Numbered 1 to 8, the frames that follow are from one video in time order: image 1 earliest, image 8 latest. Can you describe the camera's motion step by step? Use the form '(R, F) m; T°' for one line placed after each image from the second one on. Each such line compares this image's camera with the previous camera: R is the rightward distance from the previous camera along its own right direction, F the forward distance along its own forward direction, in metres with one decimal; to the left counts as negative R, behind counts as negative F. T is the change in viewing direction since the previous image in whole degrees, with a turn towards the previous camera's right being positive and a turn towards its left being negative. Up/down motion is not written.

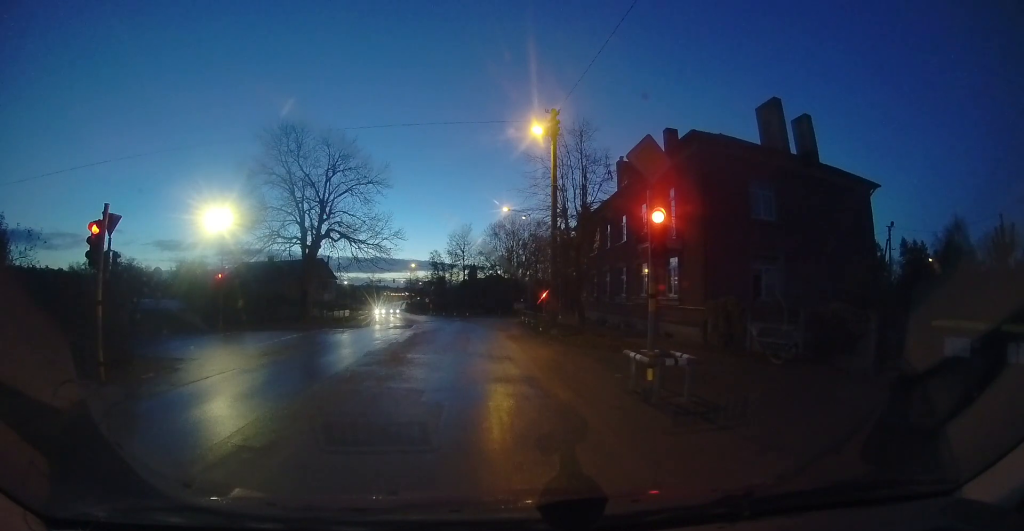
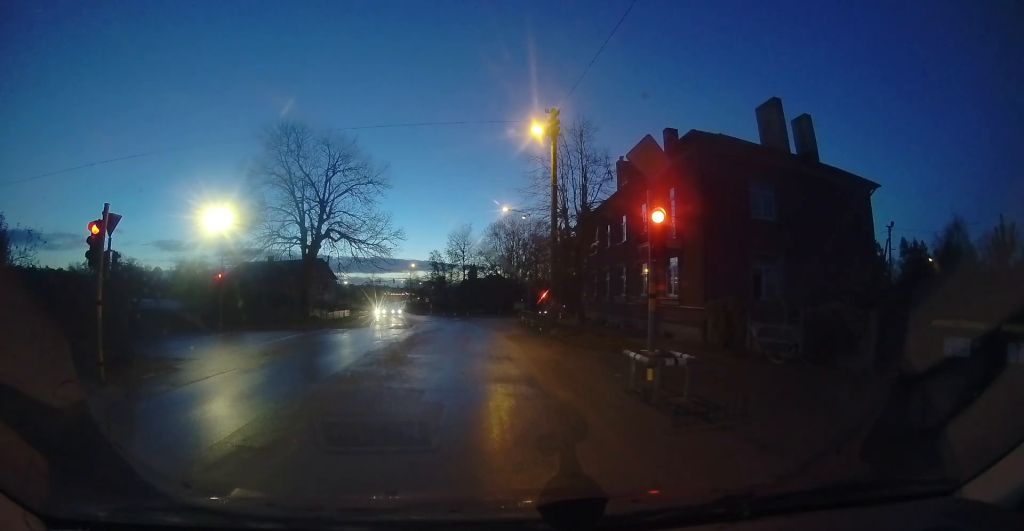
(0.0, 0.0) m; 0°
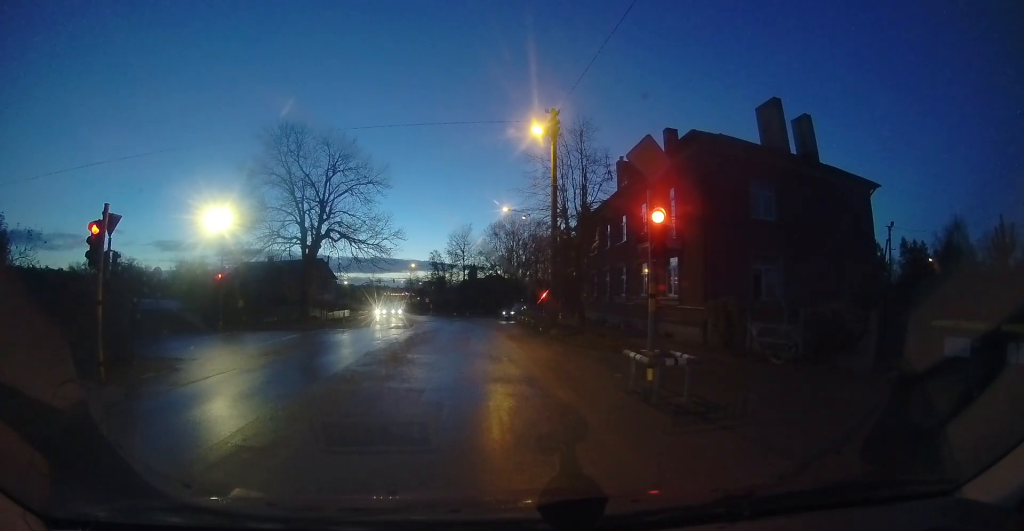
(0.0, 0.0) m; 0°
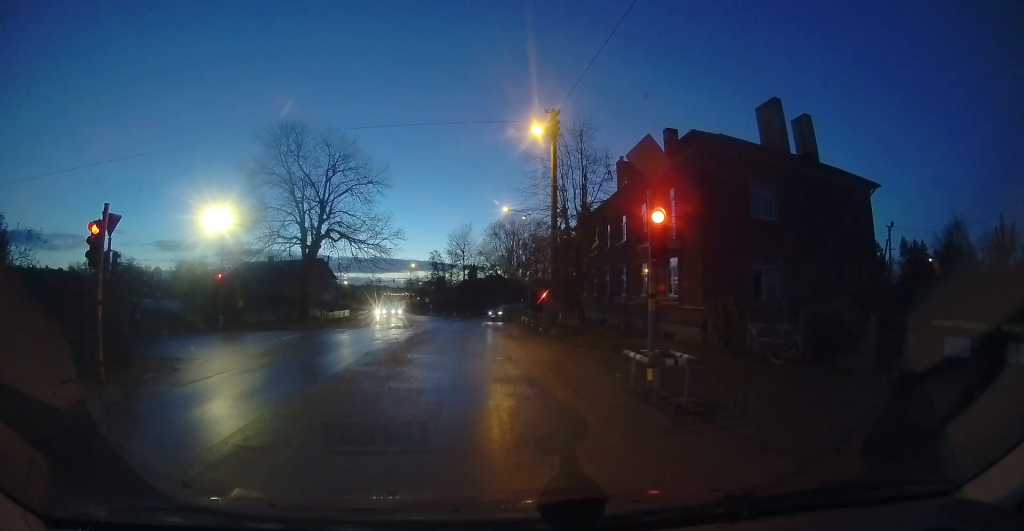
(0.0, 0.0) m; 0°
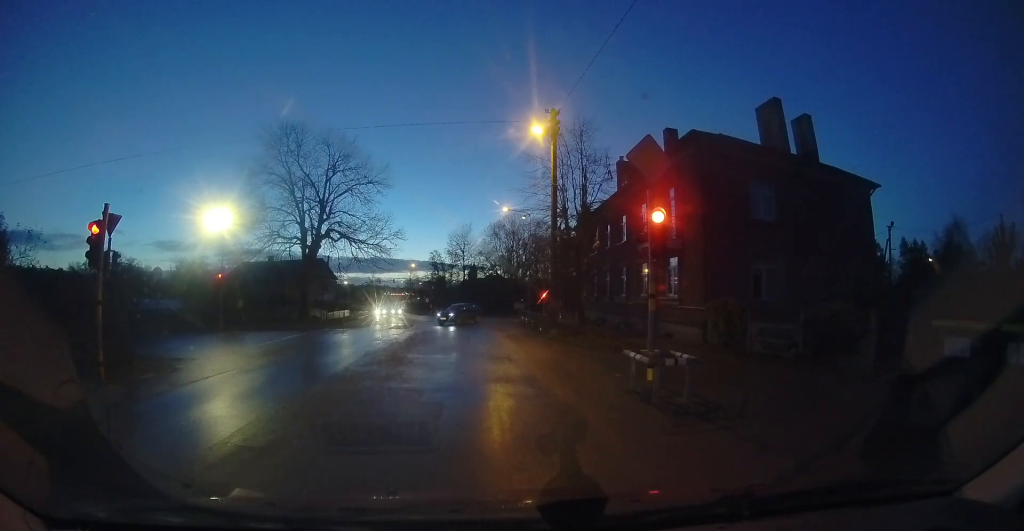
(0.0, 0.0) m; 0°
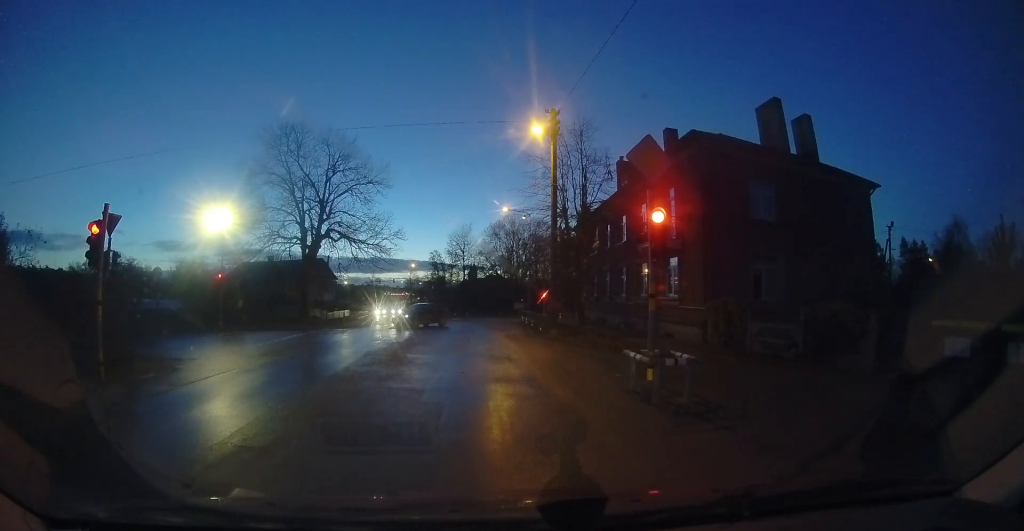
(0.0, 0.0) m; 0°
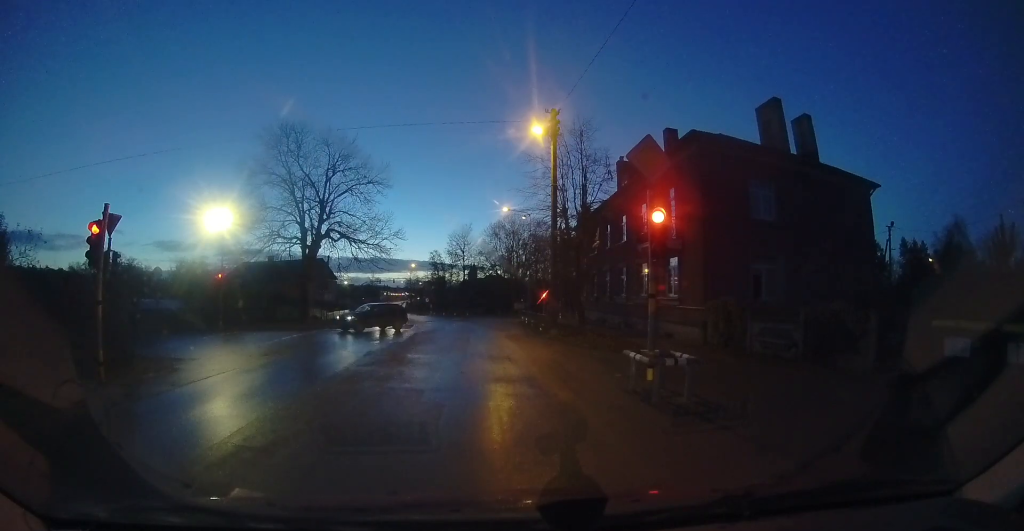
(0.0, 0.0) m; 0°
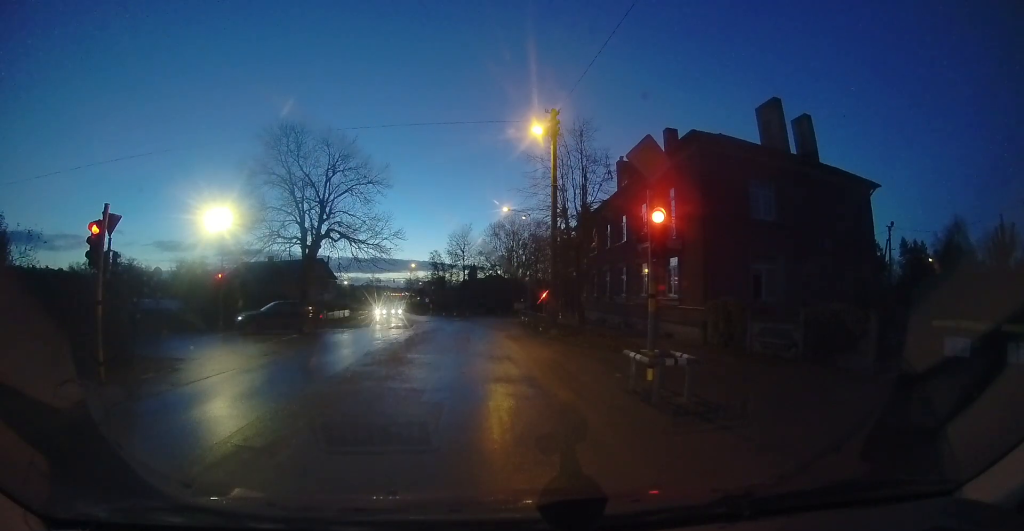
(0.0, 0.0) m; 0°
